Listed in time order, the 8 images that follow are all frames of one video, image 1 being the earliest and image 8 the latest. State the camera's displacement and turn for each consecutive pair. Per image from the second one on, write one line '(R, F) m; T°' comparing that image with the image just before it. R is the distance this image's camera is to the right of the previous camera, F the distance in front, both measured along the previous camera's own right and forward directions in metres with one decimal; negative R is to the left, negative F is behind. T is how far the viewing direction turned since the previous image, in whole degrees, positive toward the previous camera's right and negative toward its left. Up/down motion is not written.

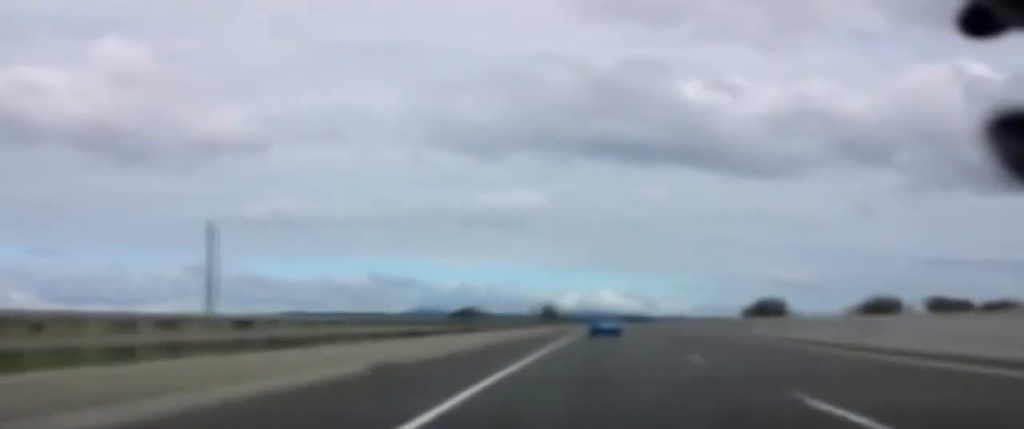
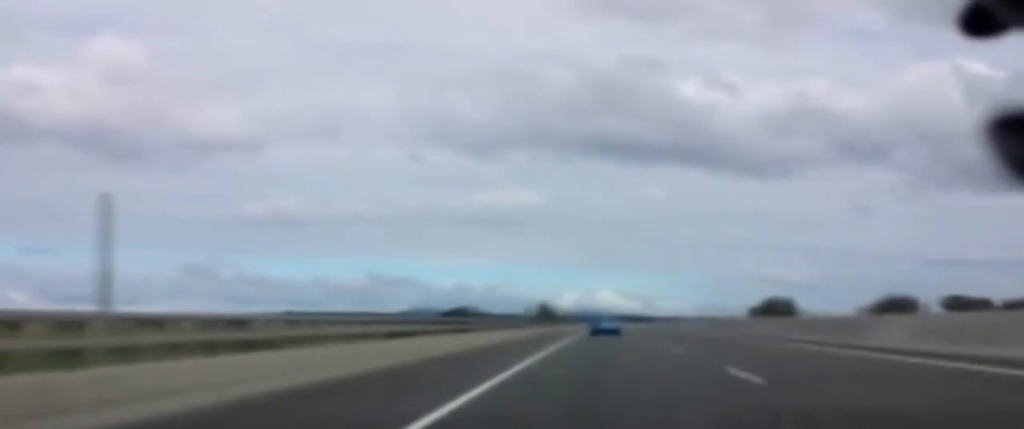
(0.0, +18.3) m; 0°
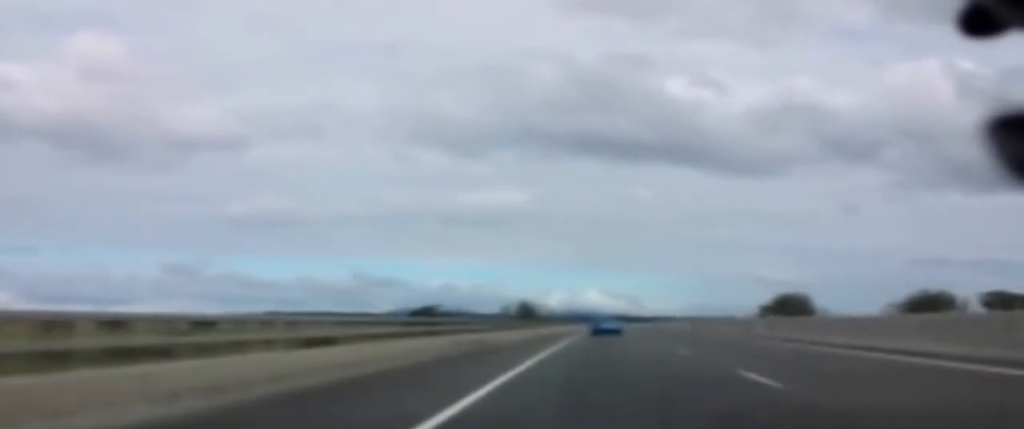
(+0.2, +48.6) m; +1°
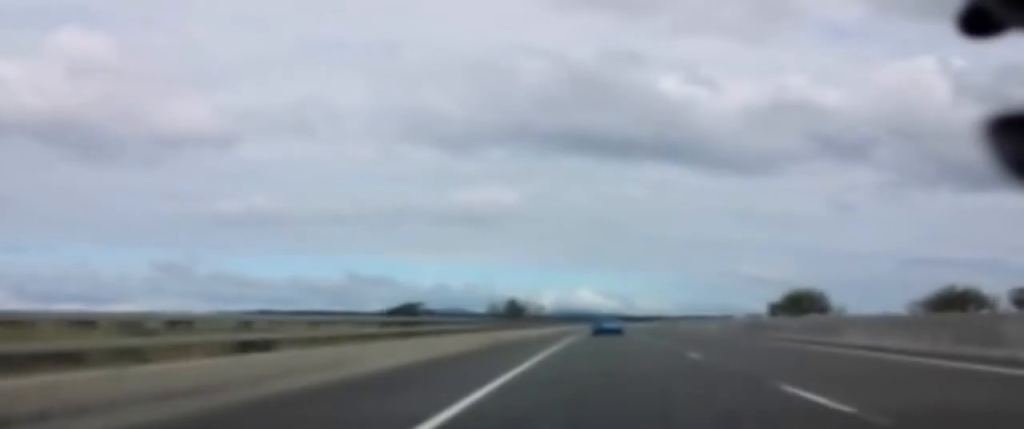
(+0.1, +27.2) m; +1°
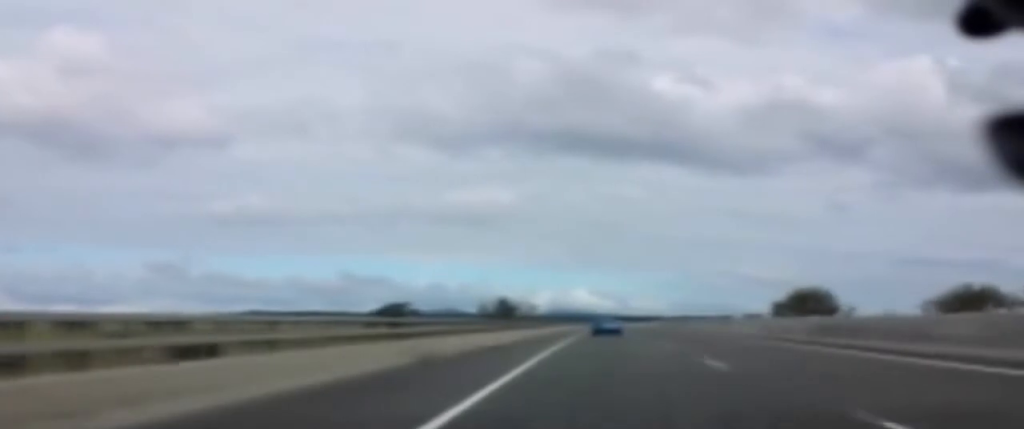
(+0.2, +16.2) m; 0°
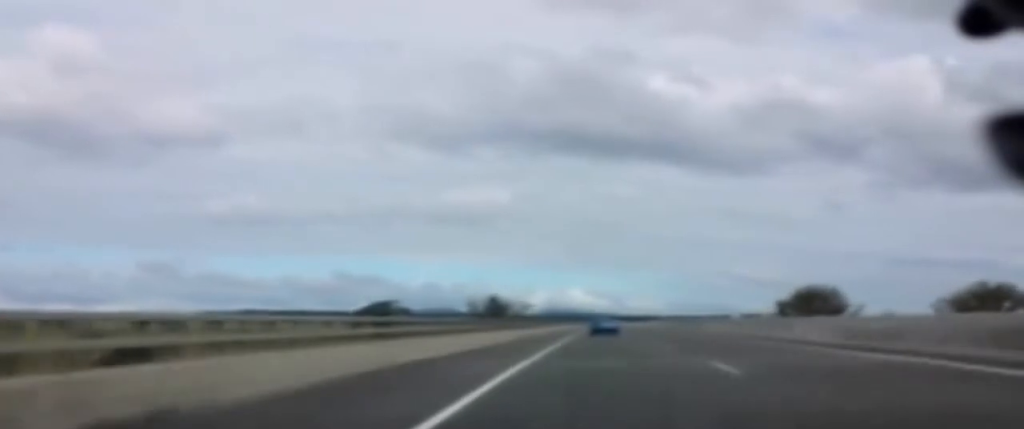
(+0.1, +14.2) m; 0°
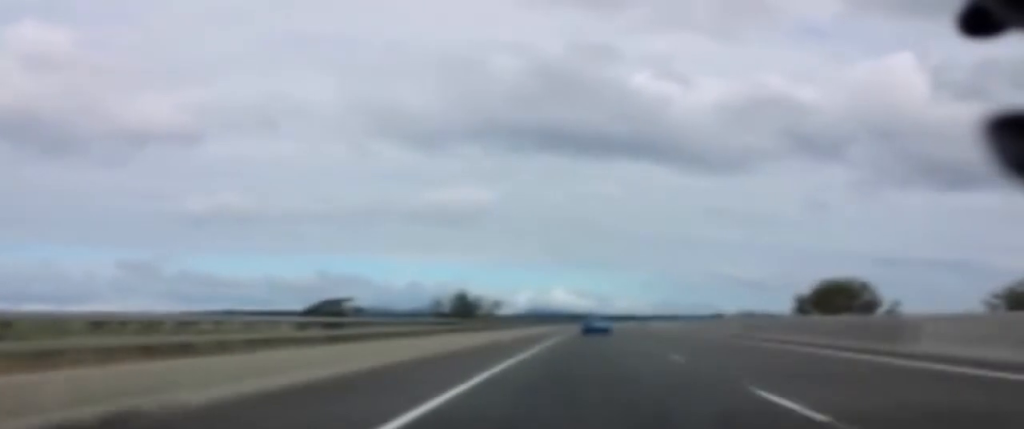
(0.0, +42.7) m; 0°
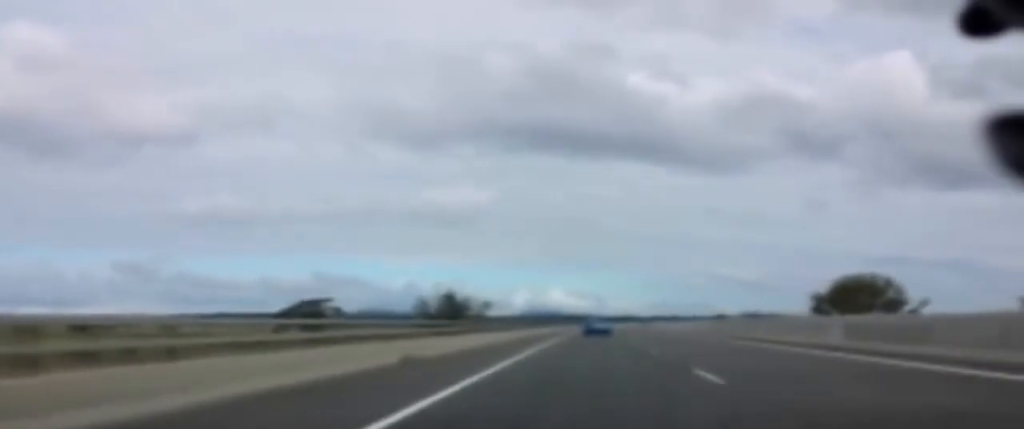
(+0.1, +19.4) m; 0°
